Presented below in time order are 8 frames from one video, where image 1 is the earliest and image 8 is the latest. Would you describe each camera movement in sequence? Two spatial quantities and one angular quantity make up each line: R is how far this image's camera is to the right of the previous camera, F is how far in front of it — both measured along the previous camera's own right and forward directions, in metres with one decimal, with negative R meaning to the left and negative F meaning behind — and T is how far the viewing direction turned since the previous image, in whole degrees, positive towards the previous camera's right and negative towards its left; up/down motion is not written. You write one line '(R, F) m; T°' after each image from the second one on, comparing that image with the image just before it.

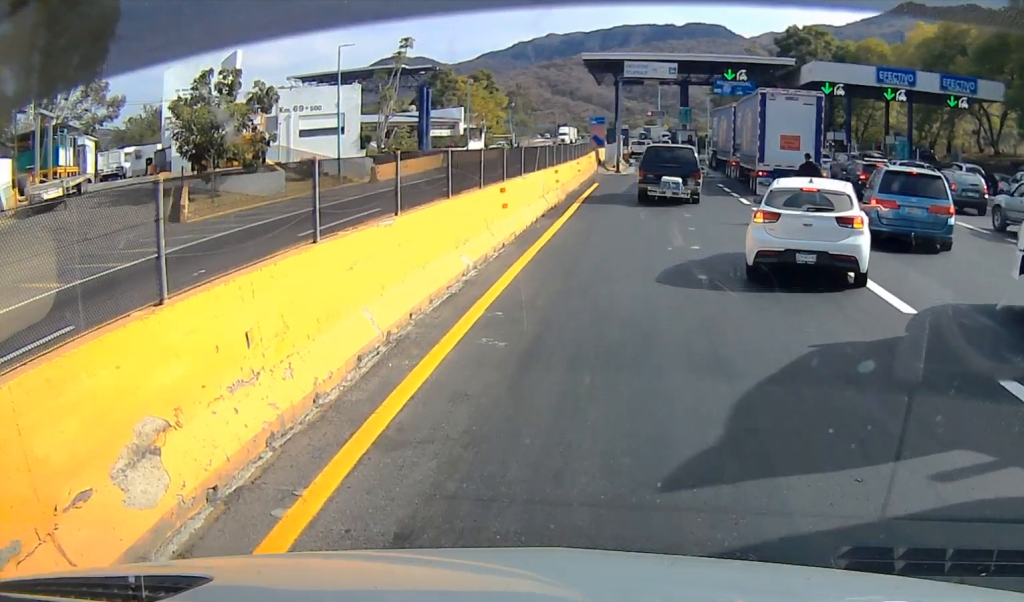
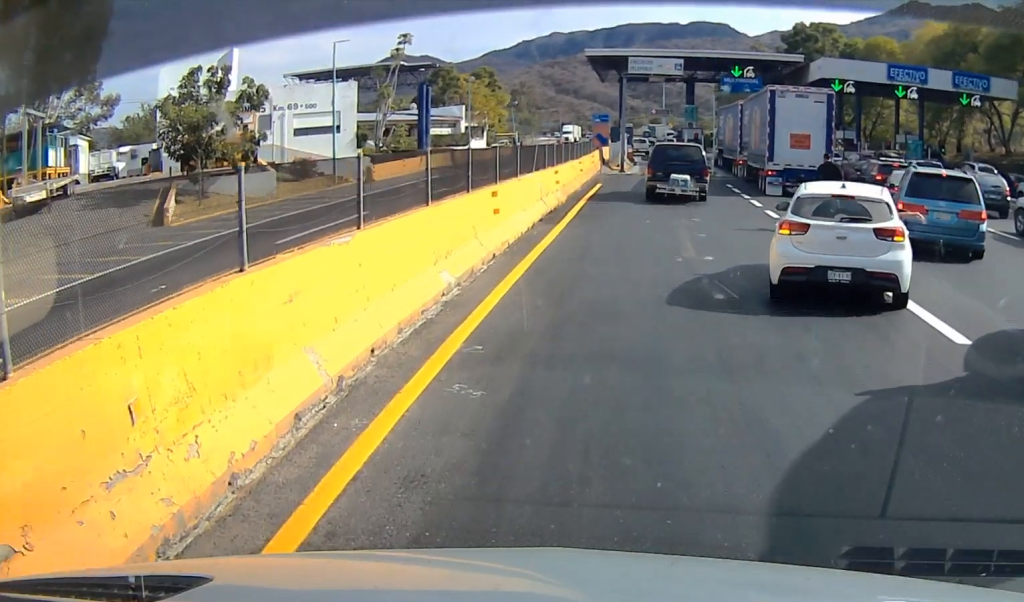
(0.0, +2.6) m; 0°
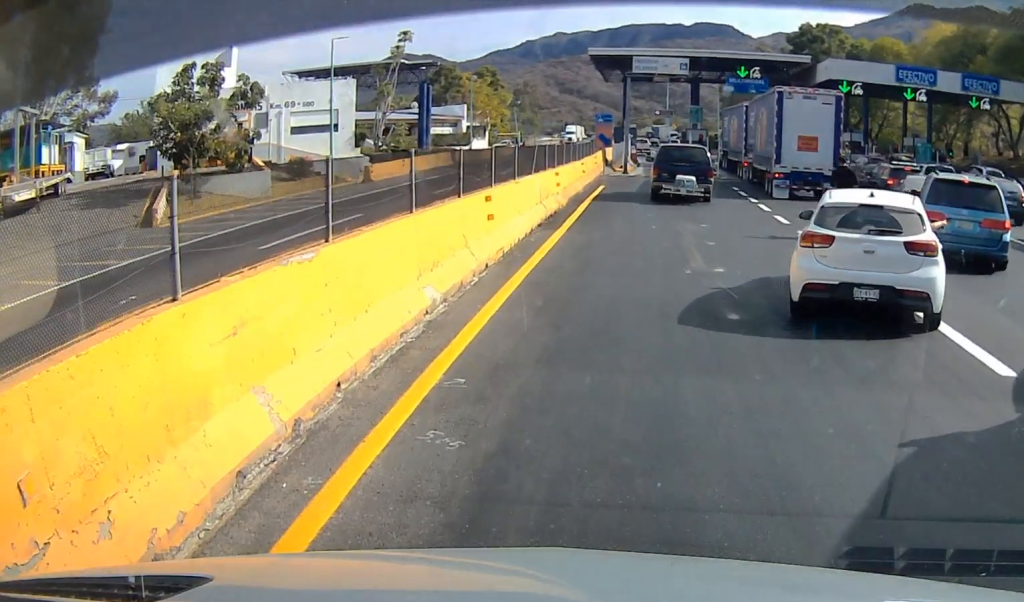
(0.0, +1.7) m; 0°
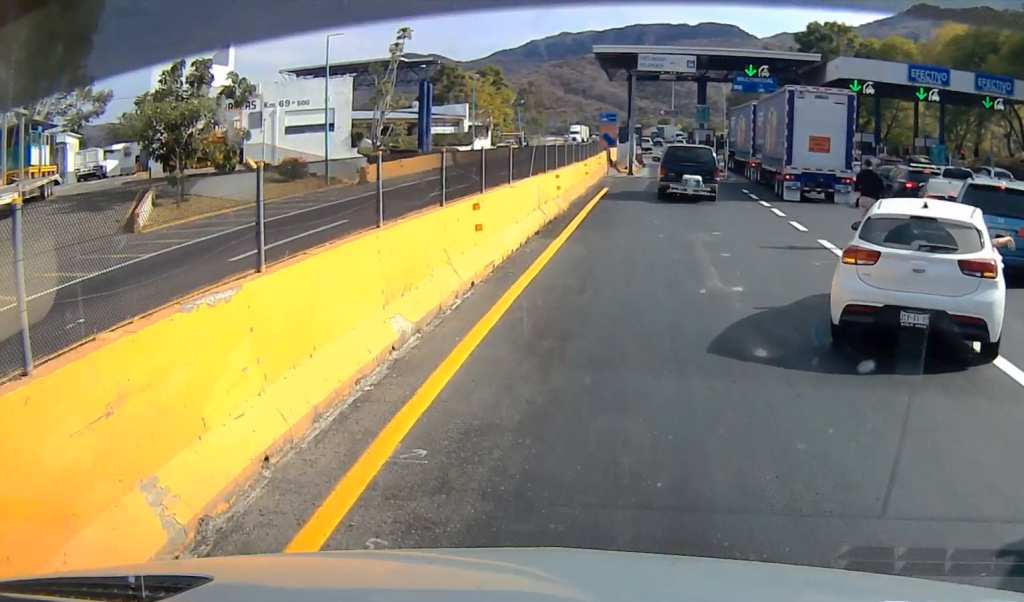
(0.0, +2.5) m; 0°
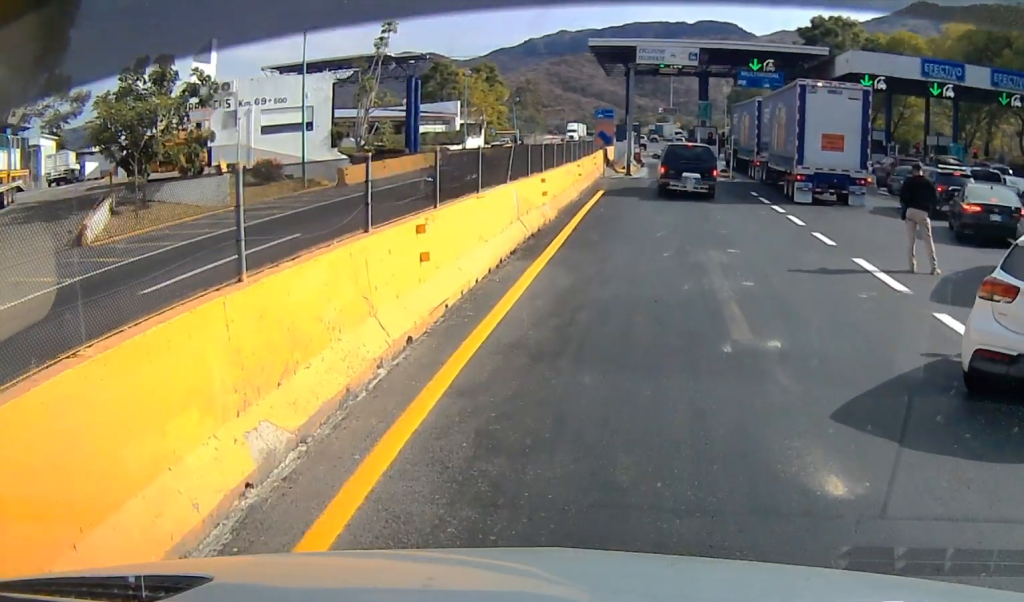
(0.0, +4.3) m; 0°
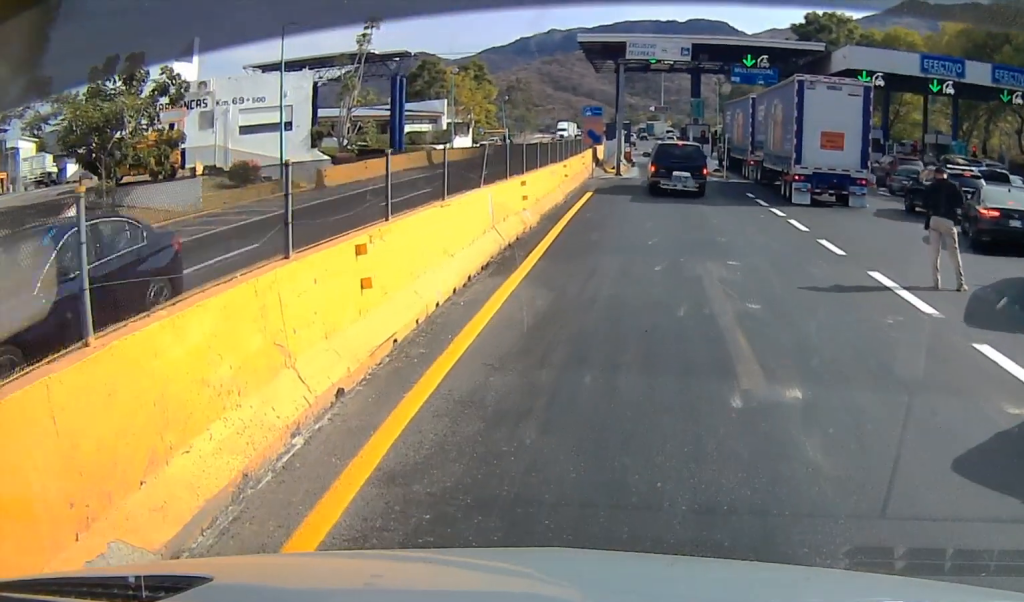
(0.0, +2.3) m; 0°
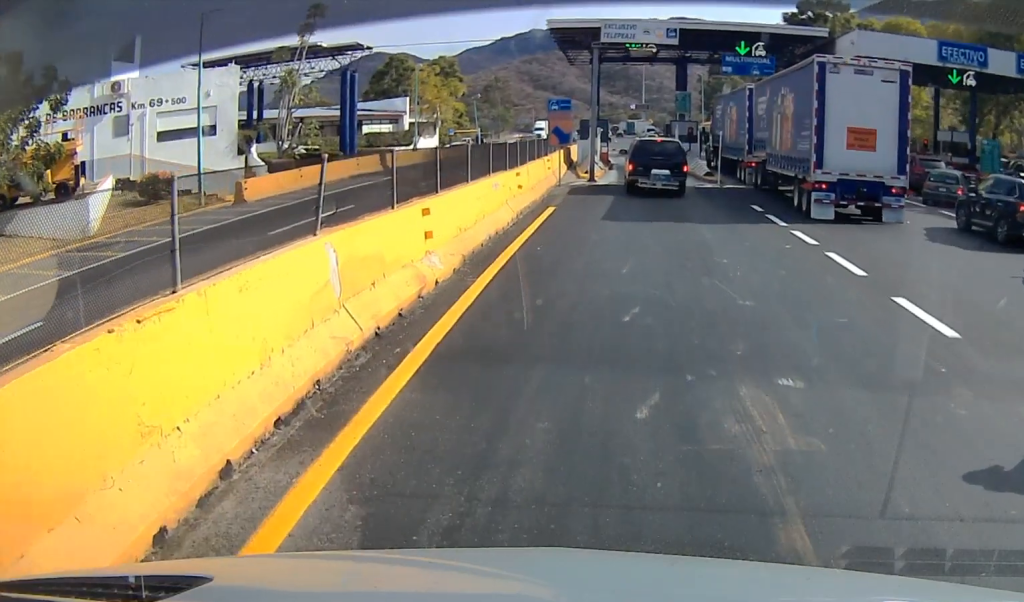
(0.0, +9.5) m; 0°
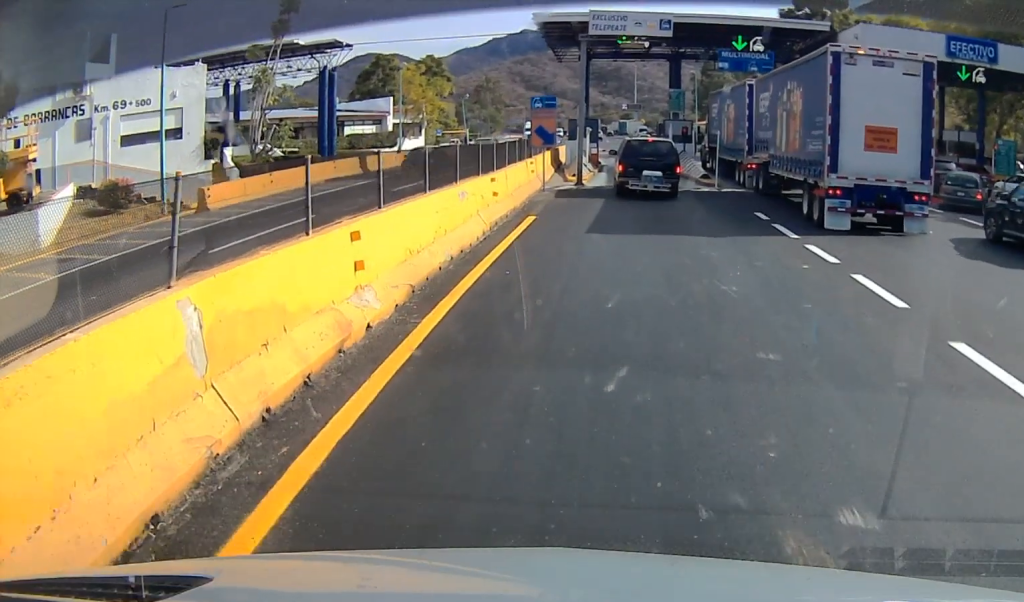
(0.0, +3.8) m; 0°
